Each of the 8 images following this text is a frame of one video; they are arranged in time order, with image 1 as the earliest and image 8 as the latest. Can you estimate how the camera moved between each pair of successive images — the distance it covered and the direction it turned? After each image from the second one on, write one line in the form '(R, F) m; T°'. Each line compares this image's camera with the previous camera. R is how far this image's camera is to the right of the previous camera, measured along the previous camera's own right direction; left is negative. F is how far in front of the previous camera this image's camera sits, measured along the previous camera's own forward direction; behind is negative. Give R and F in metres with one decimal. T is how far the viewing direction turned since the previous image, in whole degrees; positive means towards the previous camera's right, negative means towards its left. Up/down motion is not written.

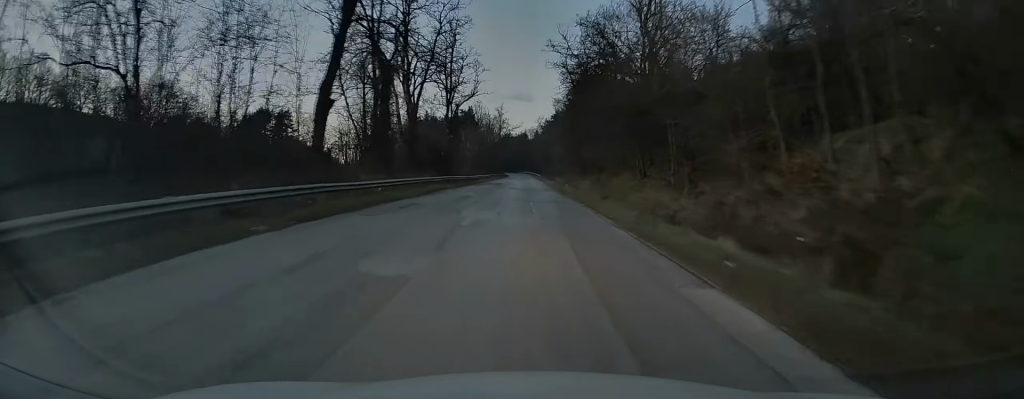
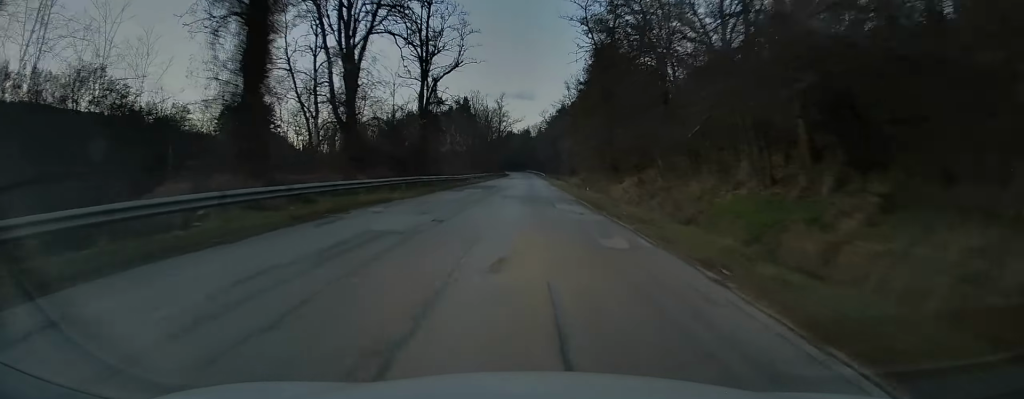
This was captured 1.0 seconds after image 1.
(+0.1, +18.2) m; 0°
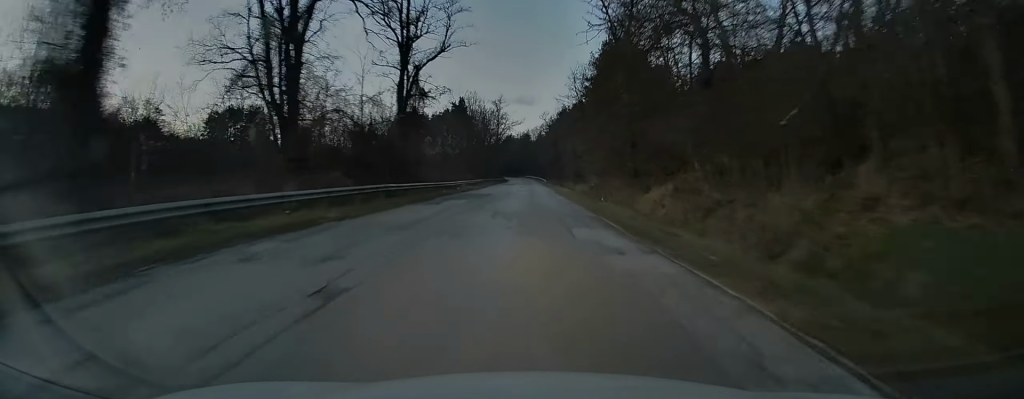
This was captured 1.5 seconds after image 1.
(+0.1, +8.2) m; 0°
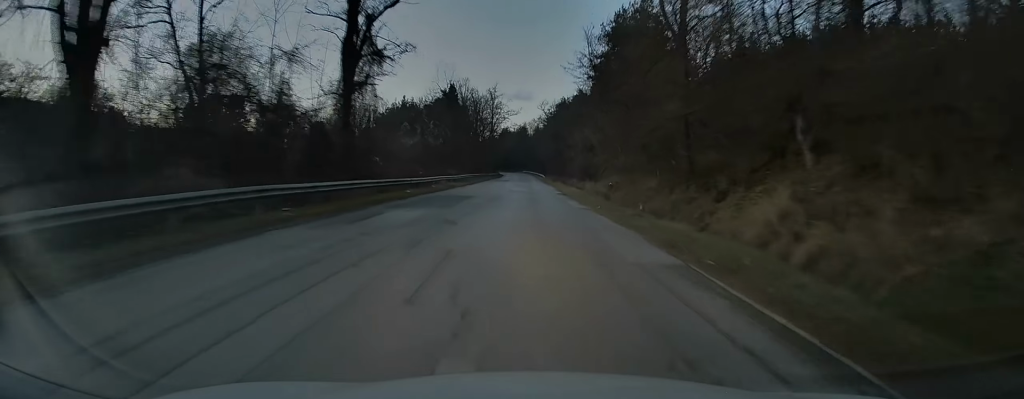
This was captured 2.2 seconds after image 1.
(-0.2, +12.1) m; 0°
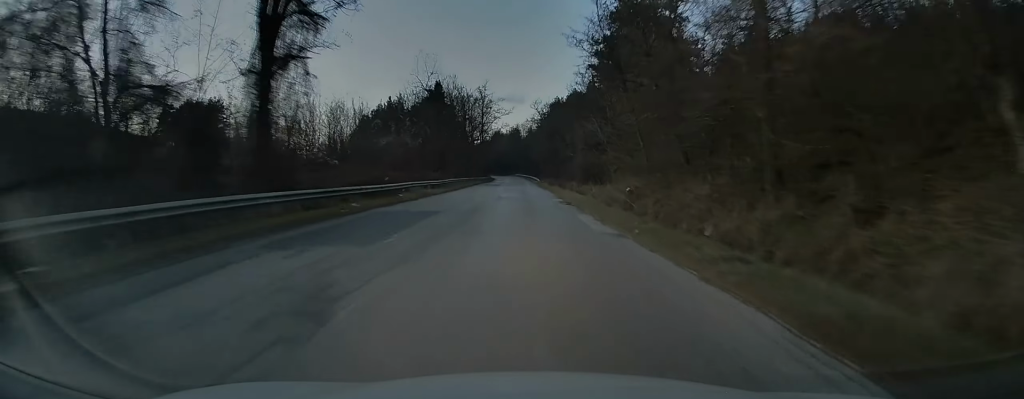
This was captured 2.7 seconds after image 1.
(-0.1, +8.6) m; 0°
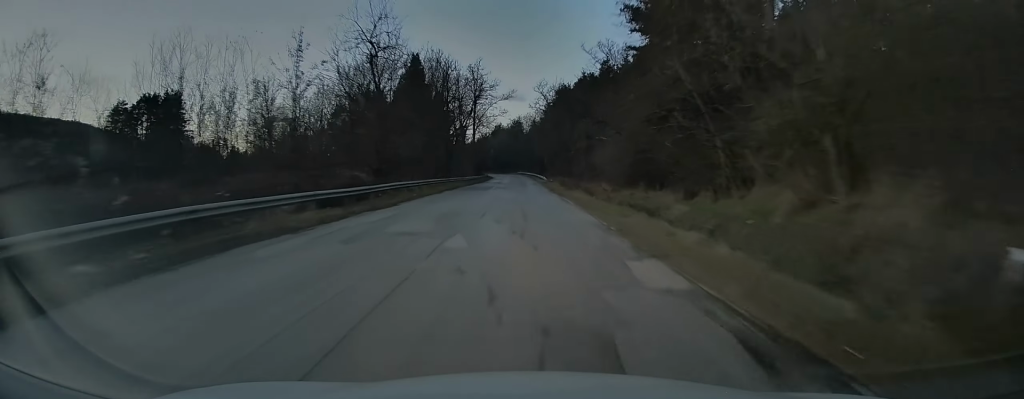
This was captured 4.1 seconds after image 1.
(+0.5, +23.9) m; +1°
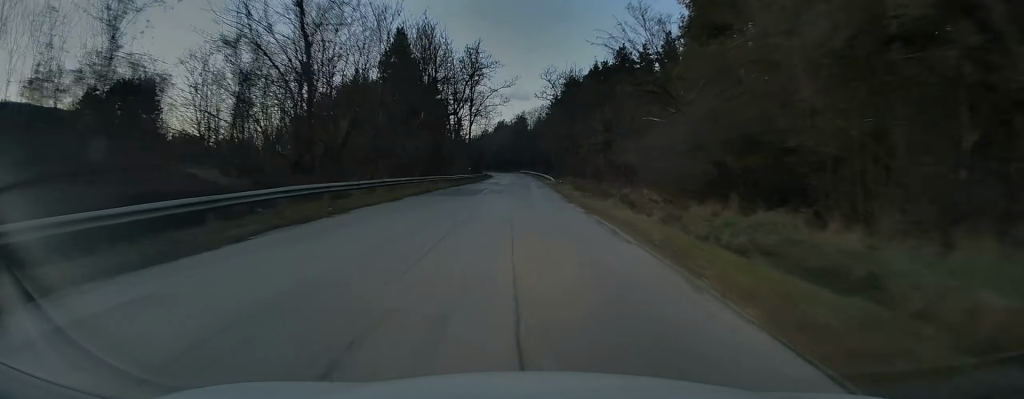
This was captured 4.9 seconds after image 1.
(0.0, +14.1) m; 0°
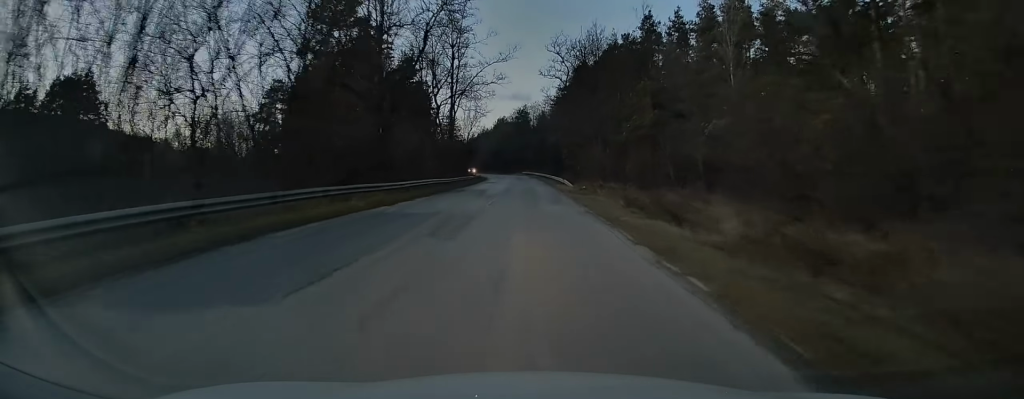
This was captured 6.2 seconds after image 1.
(-0.1, +23.6) m; 0°
